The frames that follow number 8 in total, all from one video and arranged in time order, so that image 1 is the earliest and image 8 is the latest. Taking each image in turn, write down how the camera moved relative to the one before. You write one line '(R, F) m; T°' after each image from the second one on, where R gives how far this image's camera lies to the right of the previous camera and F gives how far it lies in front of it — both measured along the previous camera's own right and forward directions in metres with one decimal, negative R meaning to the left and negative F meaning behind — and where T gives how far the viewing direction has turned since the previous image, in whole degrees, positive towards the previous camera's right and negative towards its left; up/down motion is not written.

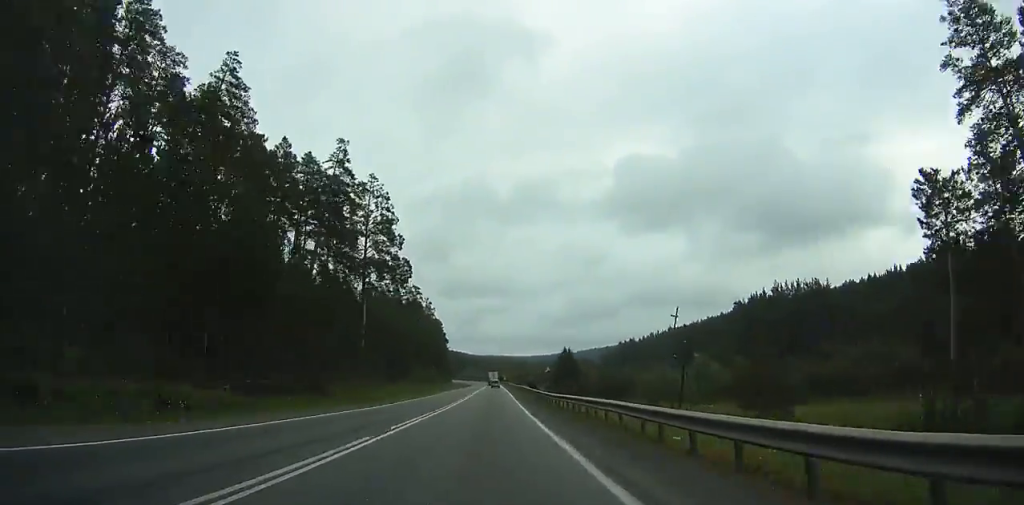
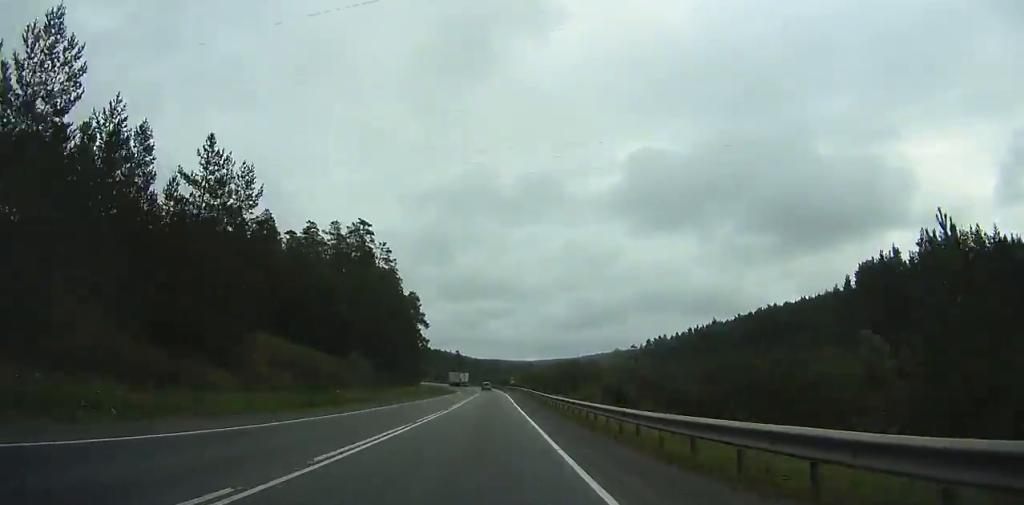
(0.0, +77.0) m; 0°
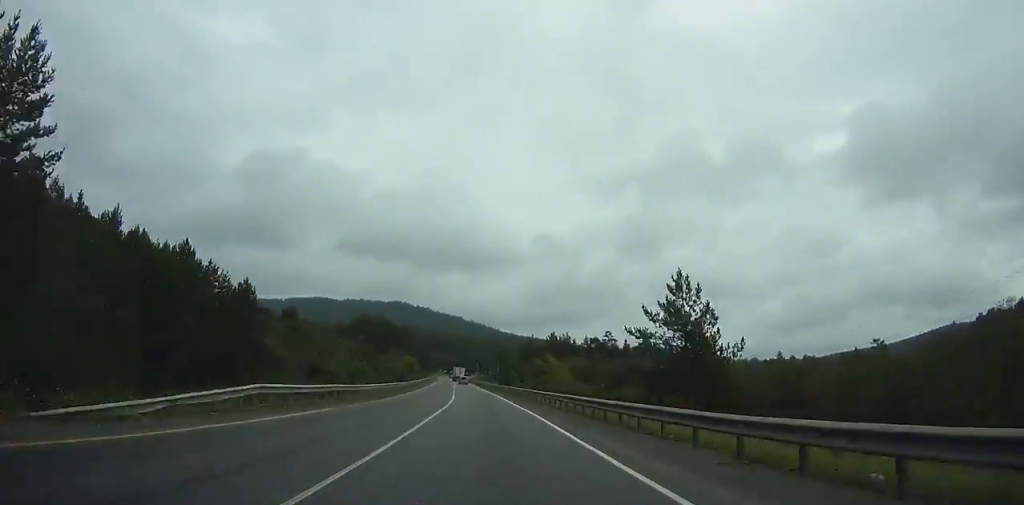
(-16.6, +196.6) m; -17°
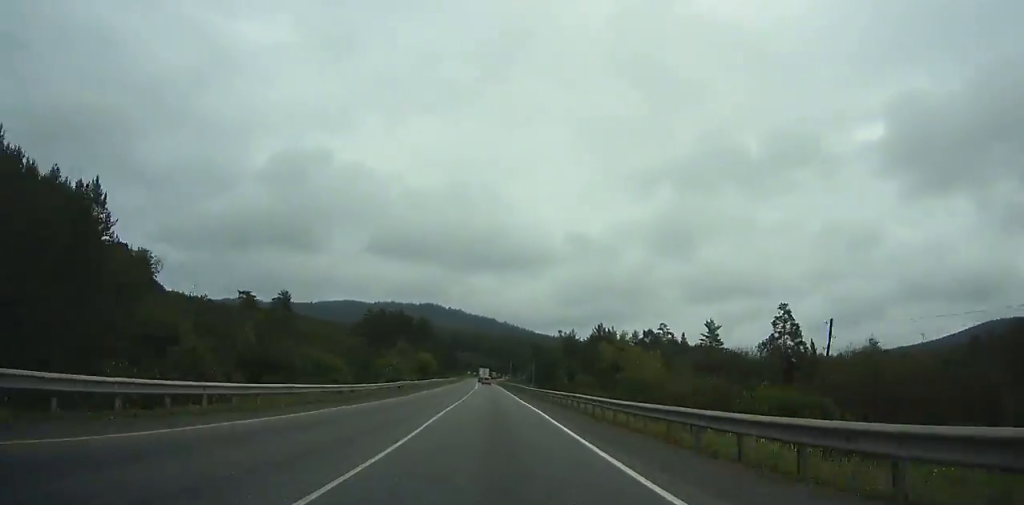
(-0.8, +32.1) m; -5°
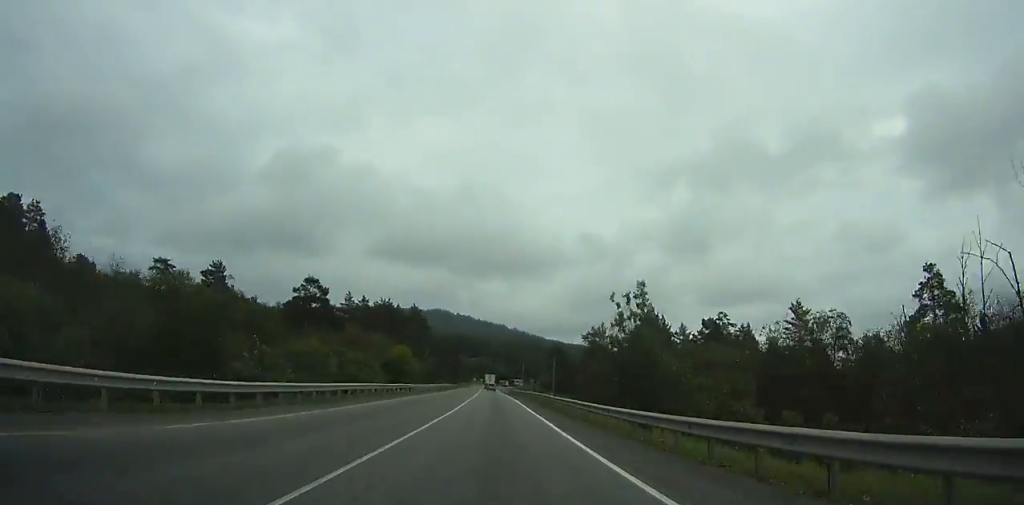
(-2.9, +44.0) m; -3°
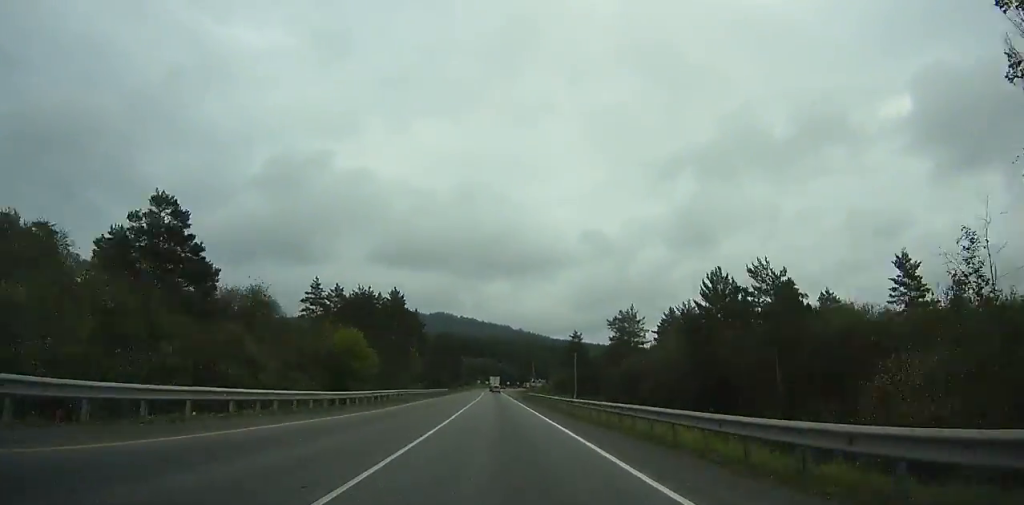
(-0.7, +33.3) m; -1°
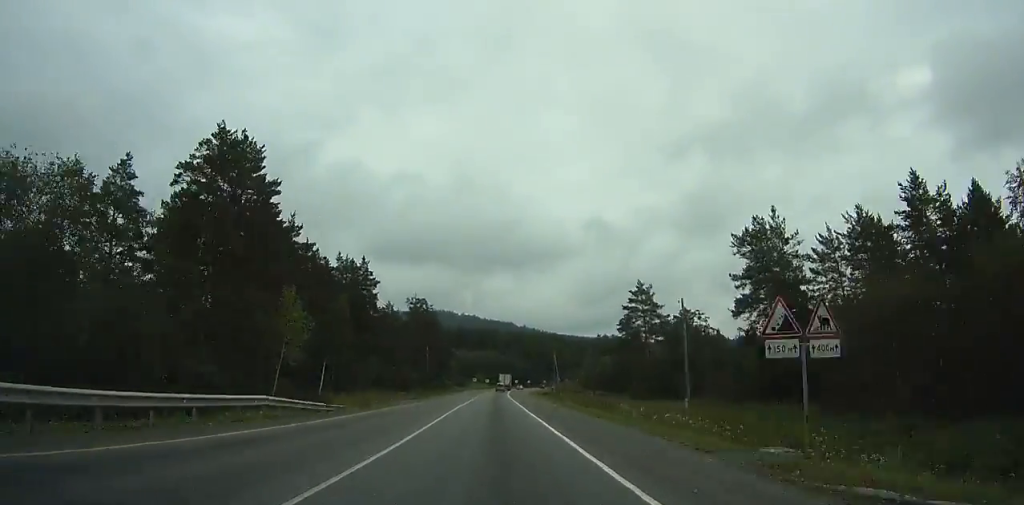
(-0.5, +72.1) m; 0°
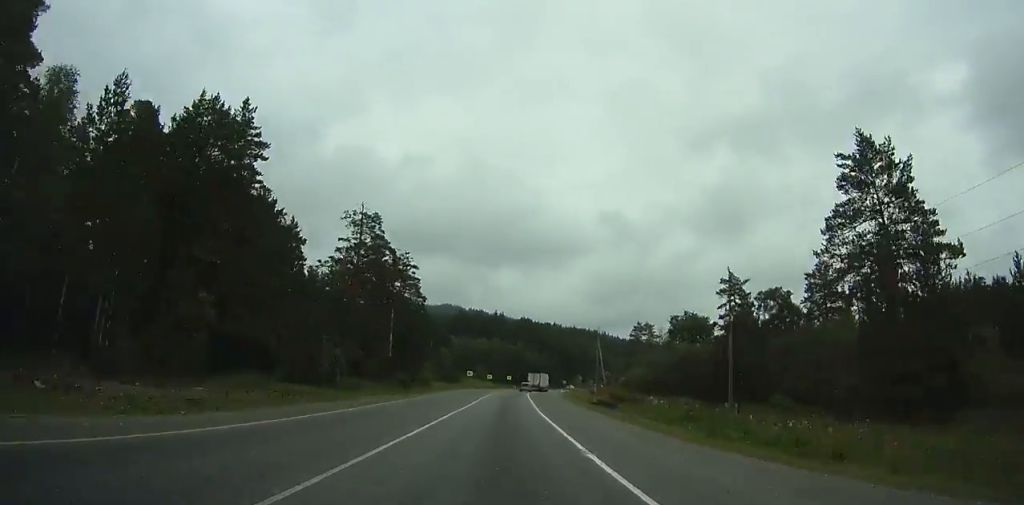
(-0.1, +56.8) m; 0°
